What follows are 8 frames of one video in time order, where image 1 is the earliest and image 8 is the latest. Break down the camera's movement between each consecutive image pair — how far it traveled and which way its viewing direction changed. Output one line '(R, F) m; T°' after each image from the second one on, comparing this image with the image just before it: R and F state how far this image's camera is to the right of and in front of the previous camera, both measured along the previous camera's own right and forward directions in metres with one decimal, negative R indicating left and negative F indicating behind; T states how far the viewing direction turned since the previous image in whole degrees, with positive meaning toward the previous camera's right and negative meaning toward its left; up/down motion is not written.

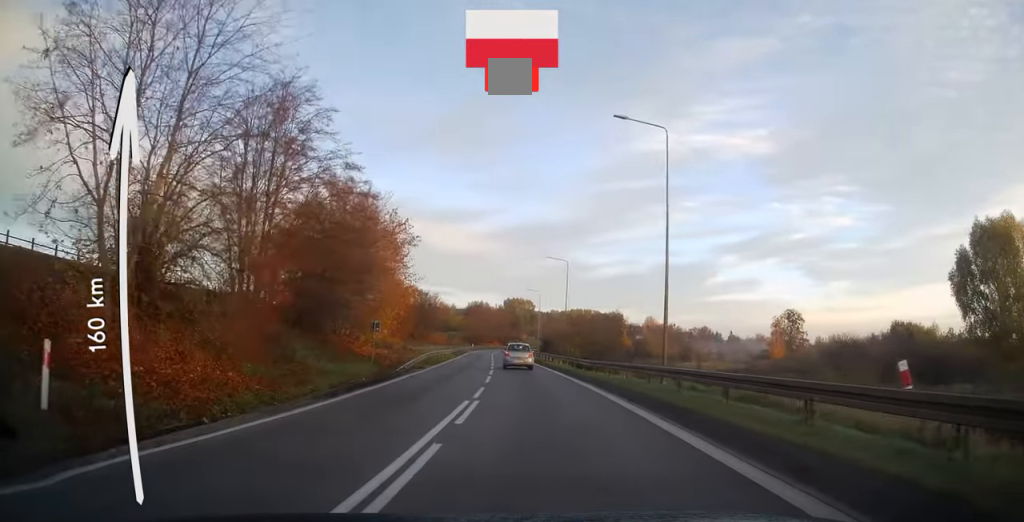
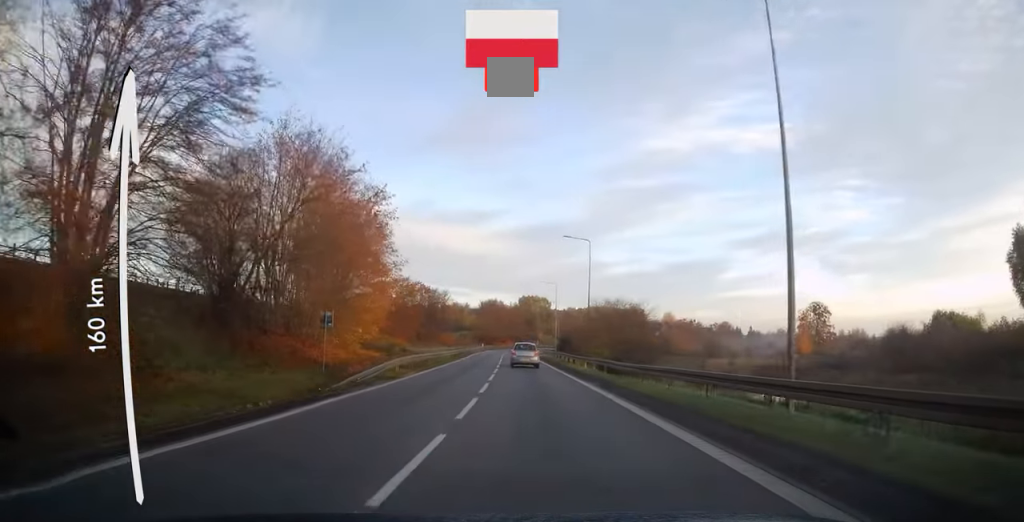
(-0.2, +10.5) m; -1°
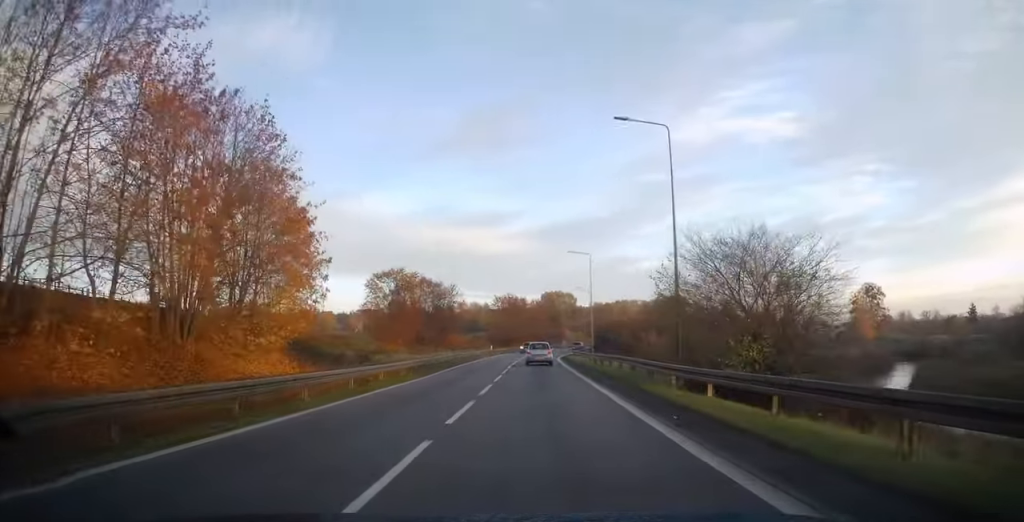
(-0.7, +24.8) m; -3°
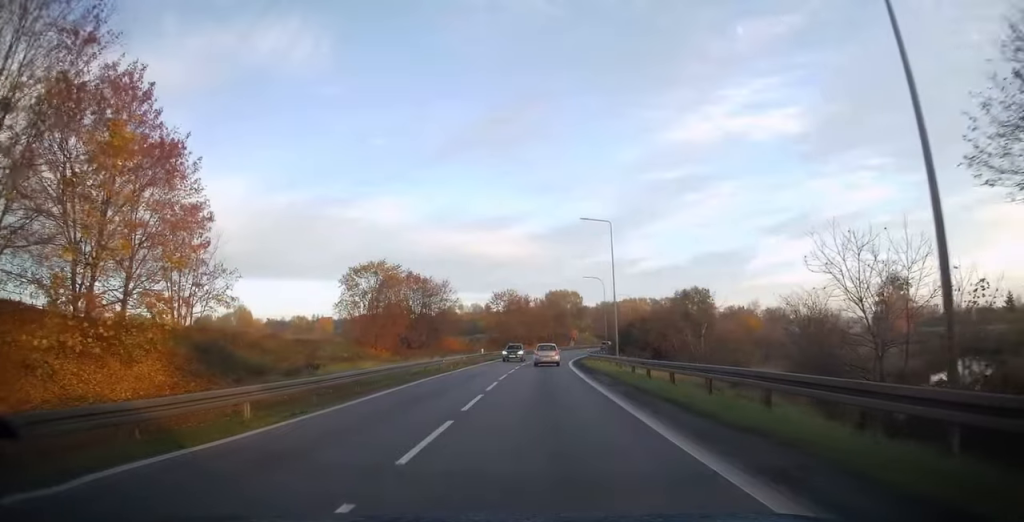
(-0.2, +15.4) m; 0°
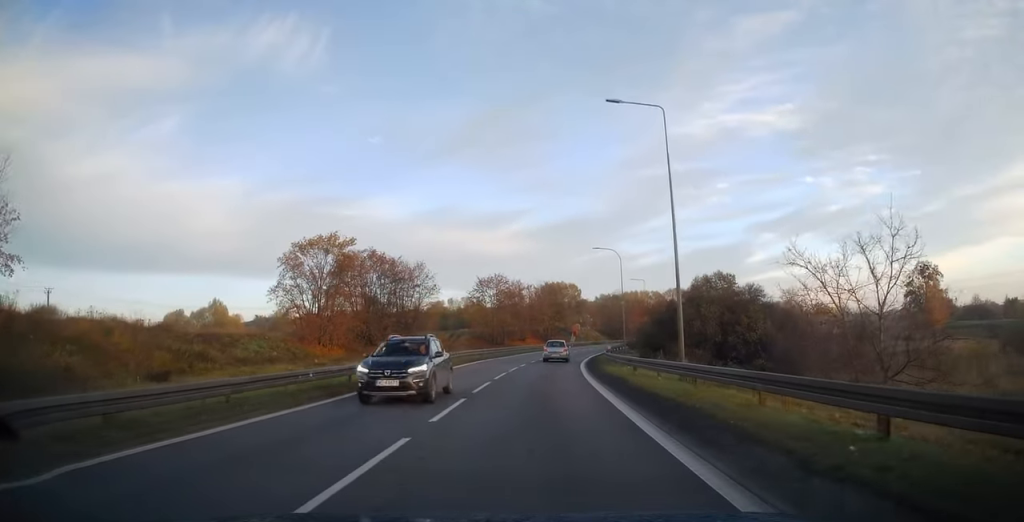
(0.0, +20.4) m; 0°
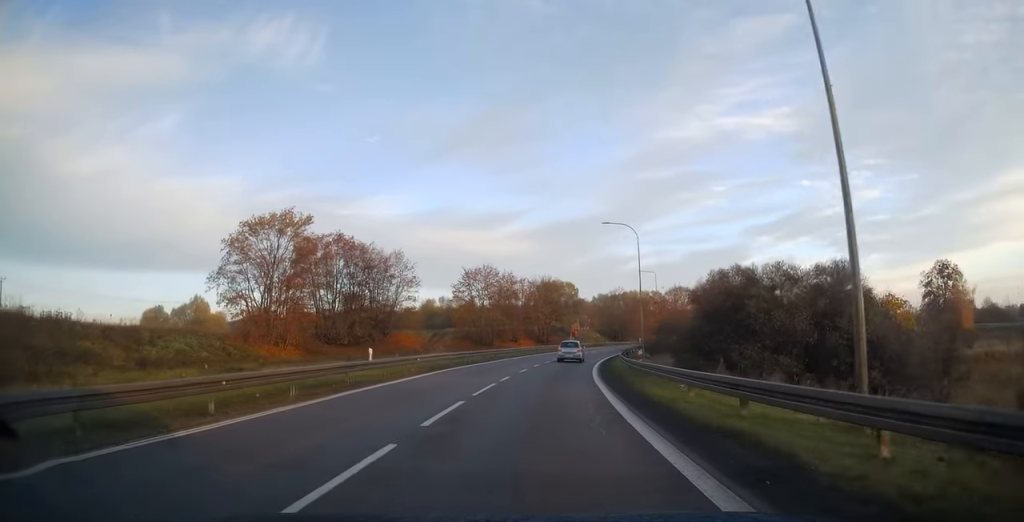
(0.0, +12.7) m; +1°
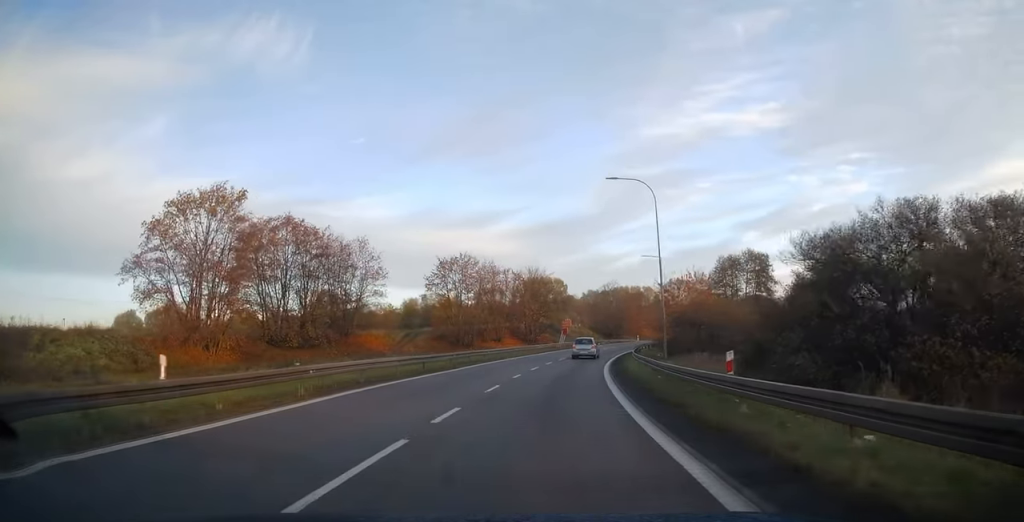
(0.0, +11.8) m; +1°
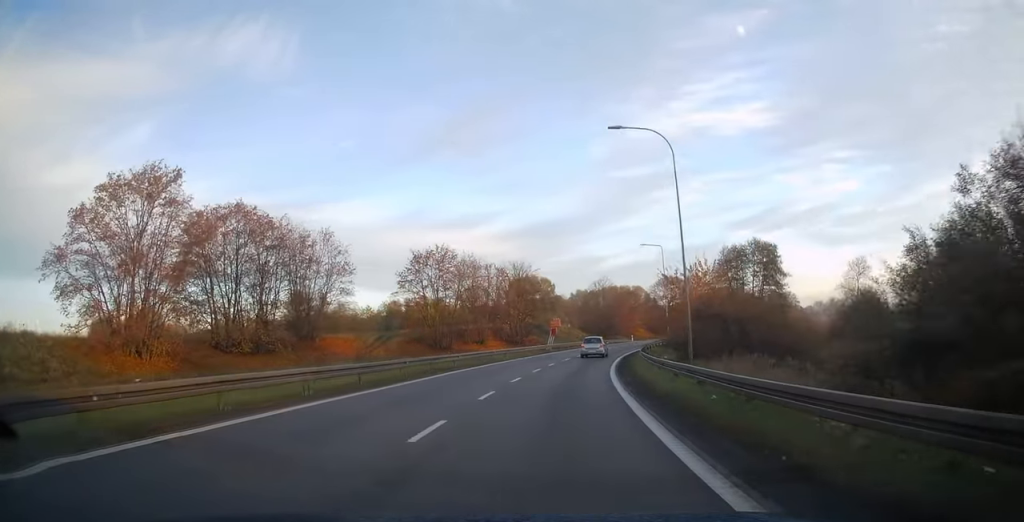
(0.0, +8.0) m; +1°
